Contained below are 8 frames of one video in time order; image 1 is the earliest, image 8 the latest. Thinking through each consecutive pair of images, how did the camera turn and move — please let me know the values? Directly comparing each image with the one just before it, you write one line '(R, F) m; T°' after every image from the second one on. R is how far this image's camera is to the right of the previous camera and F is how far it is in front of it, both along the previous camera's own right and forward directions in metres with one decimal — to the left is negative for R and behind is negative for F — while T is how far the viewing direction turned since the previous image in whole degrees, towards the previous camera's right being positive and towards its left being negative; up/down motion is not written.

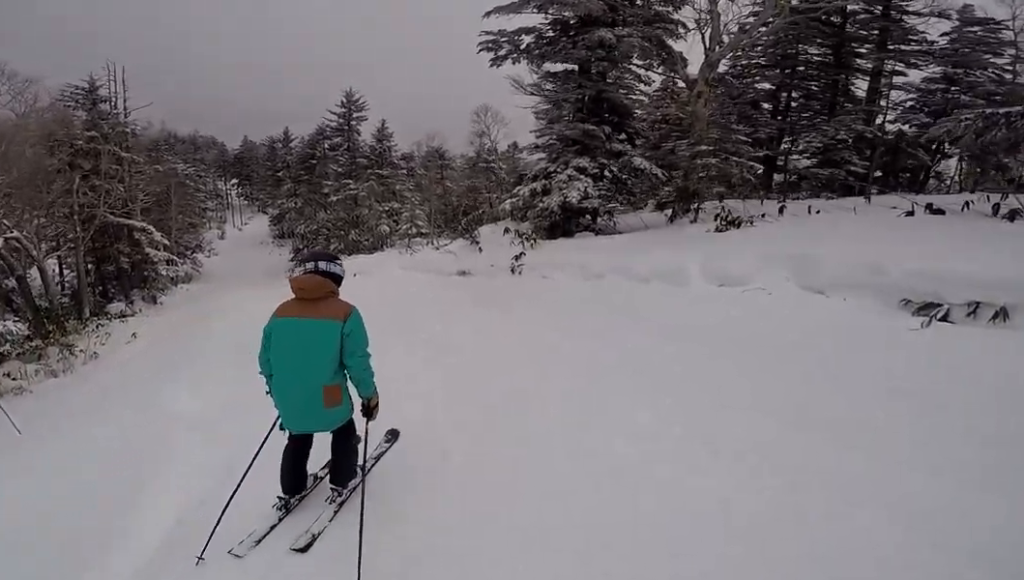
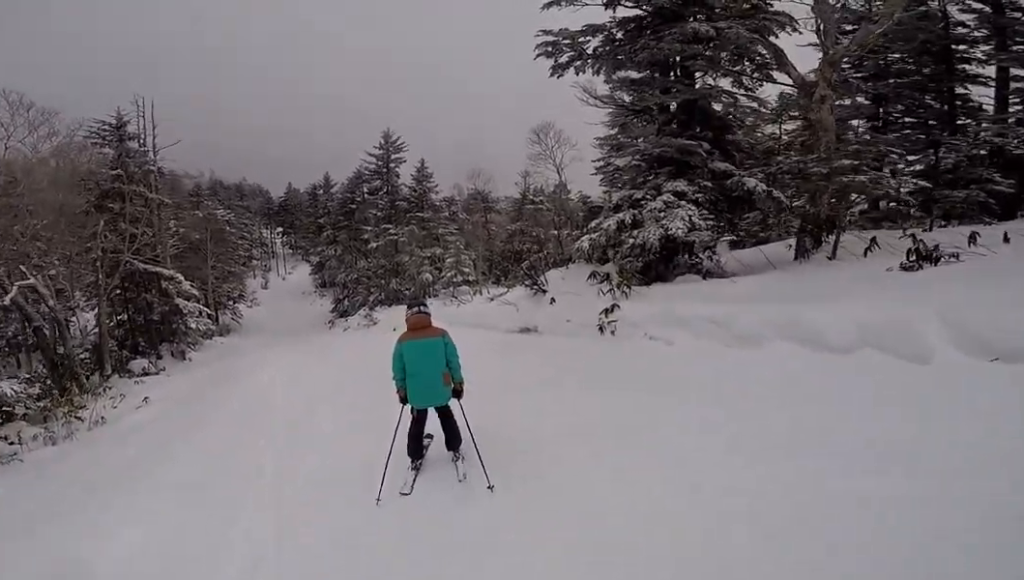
(+0.8, +4.2) m; +4°
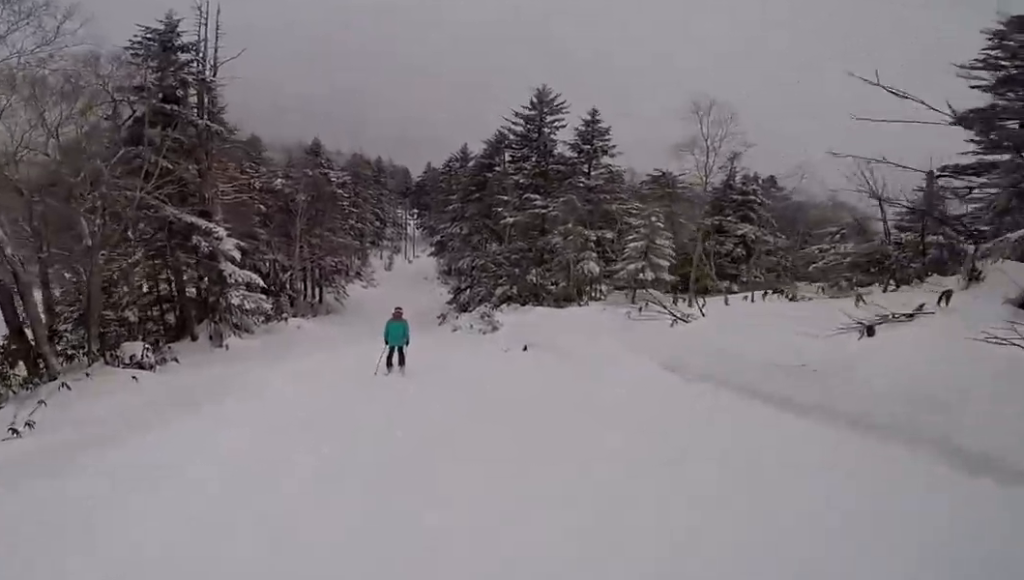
(-3.4, +13.9) m; -10°
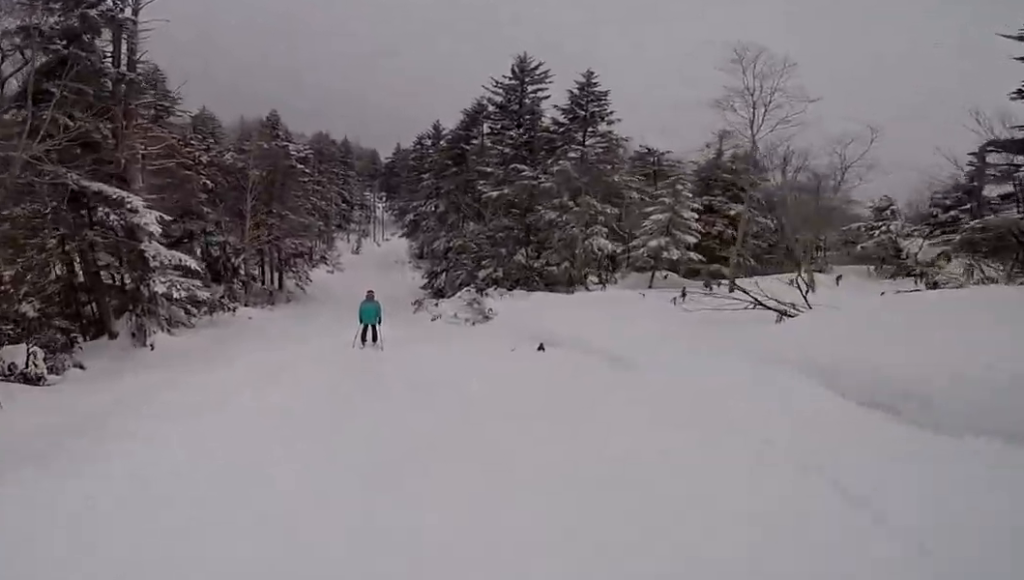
(+0.1, +4.4) m; -1°
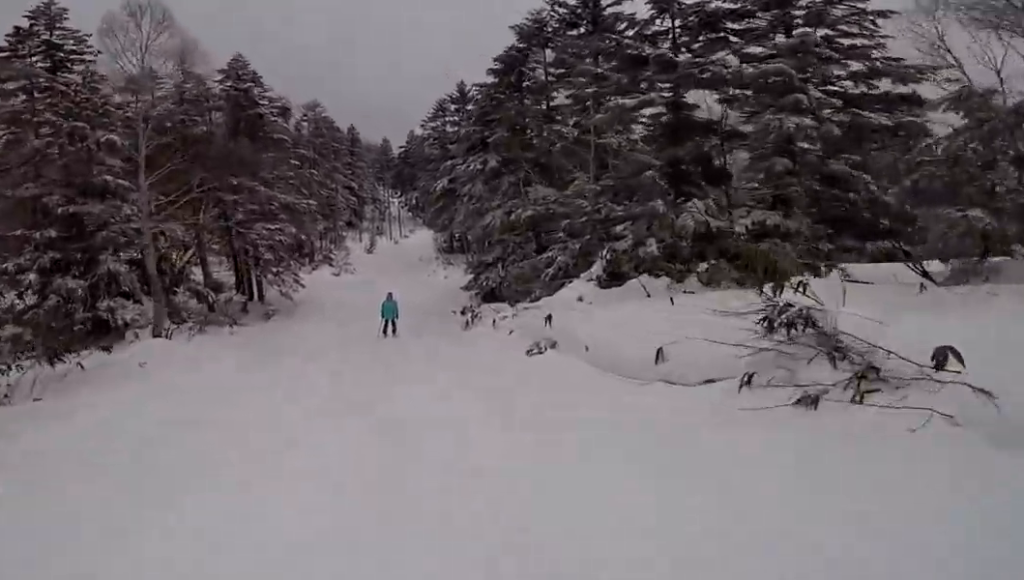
(-1.1, +12.6) m; -4°
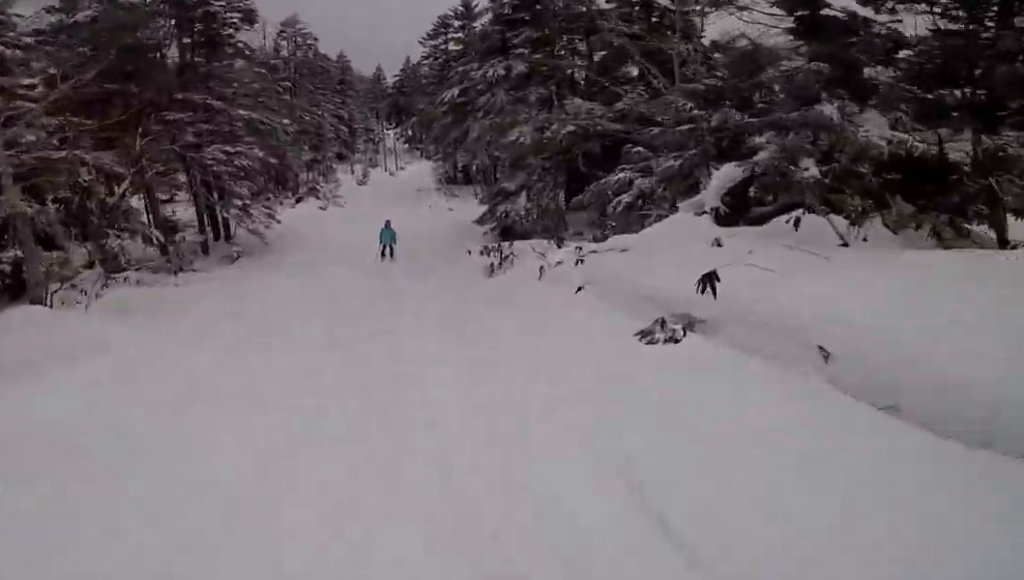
(0.0, +4.2) m; +1°
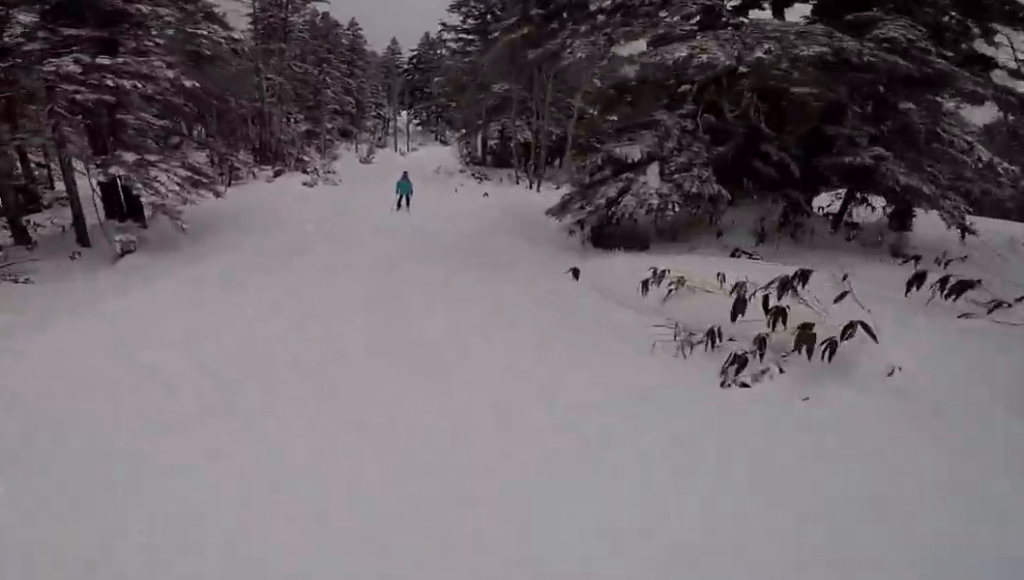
(+0.5, +7.7) m; +4°
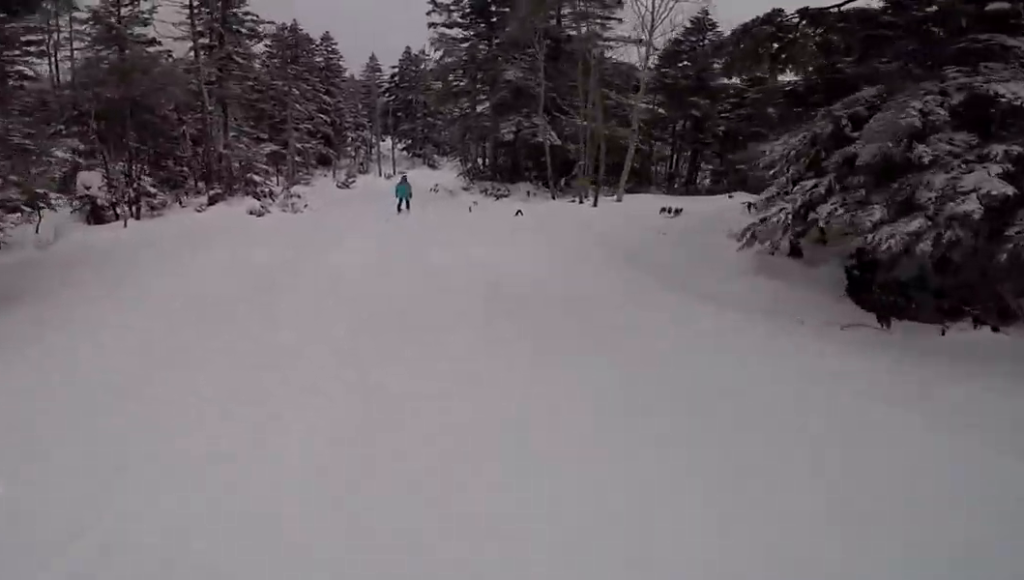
(0.0, +6.1) m; +3°
